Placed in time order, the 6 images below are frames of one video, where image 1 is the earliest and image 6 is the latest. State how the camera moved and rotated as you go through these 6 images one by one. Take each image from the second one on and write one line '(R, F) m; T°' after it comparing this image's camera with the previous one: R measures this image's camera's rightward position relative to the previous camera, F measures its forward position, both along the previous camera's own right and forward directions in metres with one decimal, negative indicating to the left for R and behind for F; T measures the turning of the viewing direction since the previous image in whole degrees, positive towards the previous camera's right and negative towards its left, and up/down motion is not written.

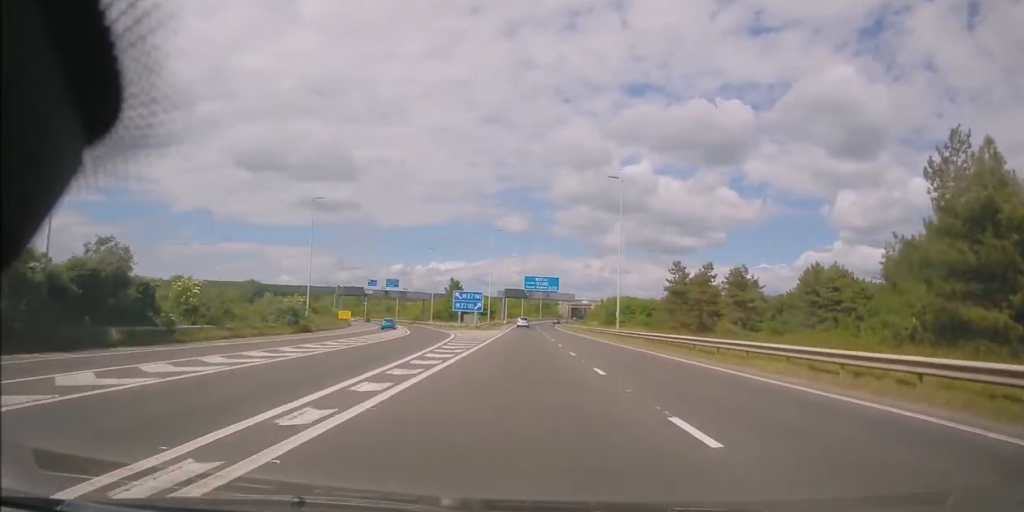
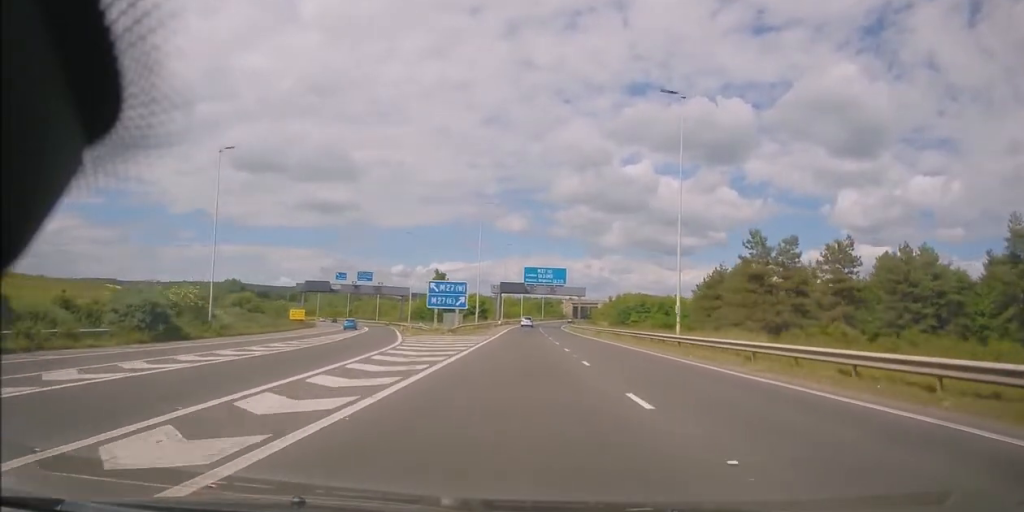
(+0.2, +23.3) m; +1°
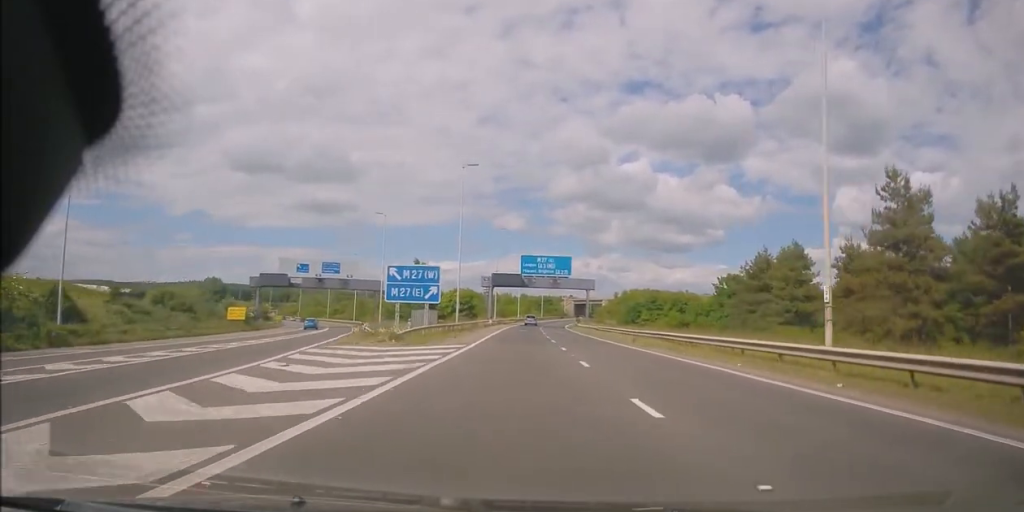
(0.0, +18.4) m; 0°
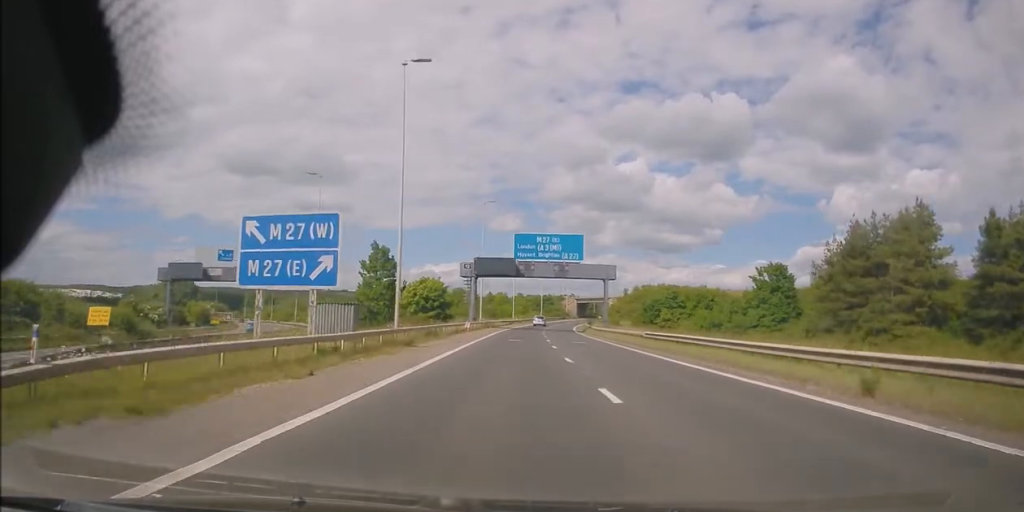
(+0.2, +24.5) m; 0°
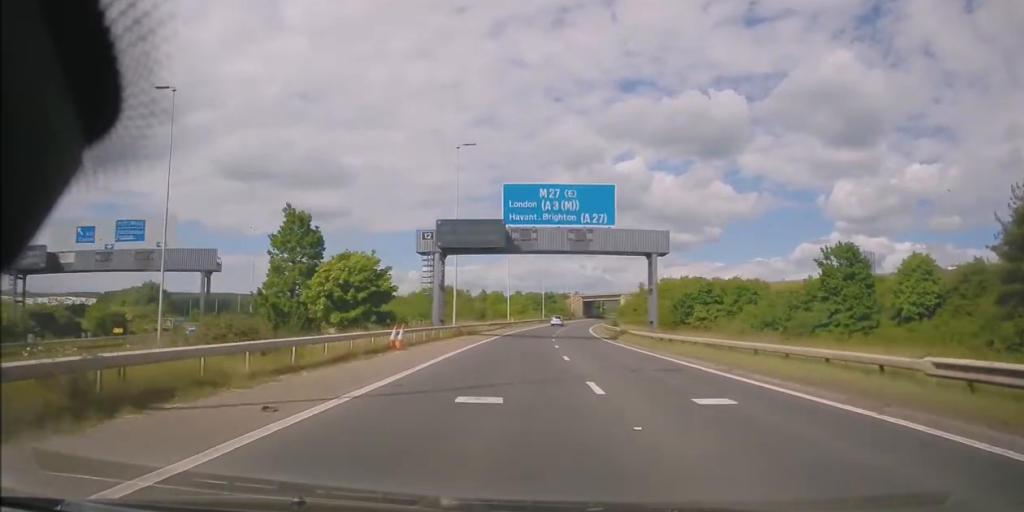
(-0.1, +25.7) m; 0°
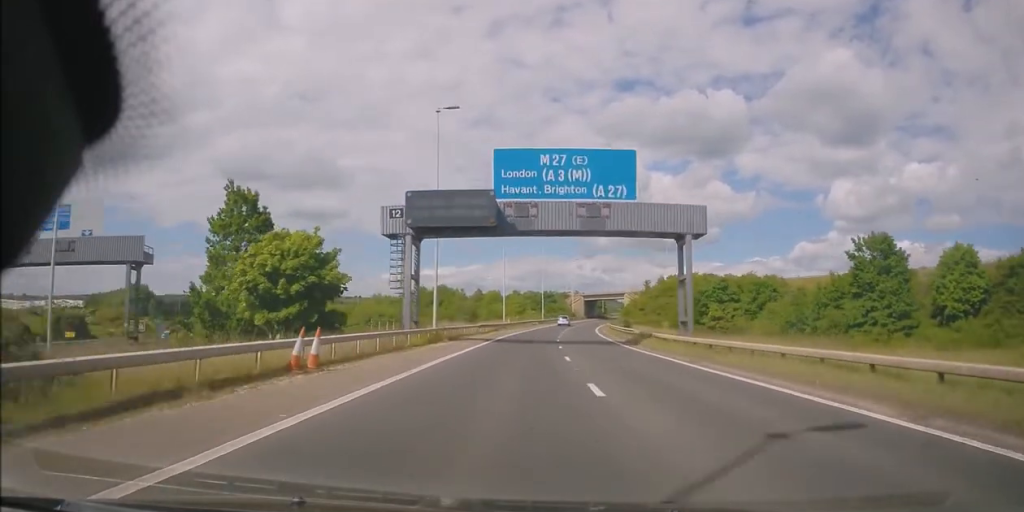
(+0.2, +9.1) m; 0°
